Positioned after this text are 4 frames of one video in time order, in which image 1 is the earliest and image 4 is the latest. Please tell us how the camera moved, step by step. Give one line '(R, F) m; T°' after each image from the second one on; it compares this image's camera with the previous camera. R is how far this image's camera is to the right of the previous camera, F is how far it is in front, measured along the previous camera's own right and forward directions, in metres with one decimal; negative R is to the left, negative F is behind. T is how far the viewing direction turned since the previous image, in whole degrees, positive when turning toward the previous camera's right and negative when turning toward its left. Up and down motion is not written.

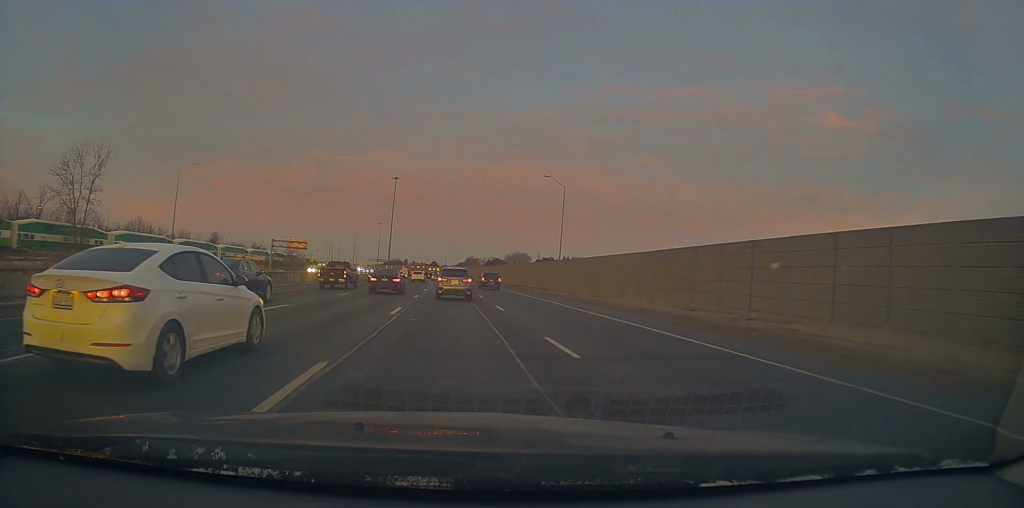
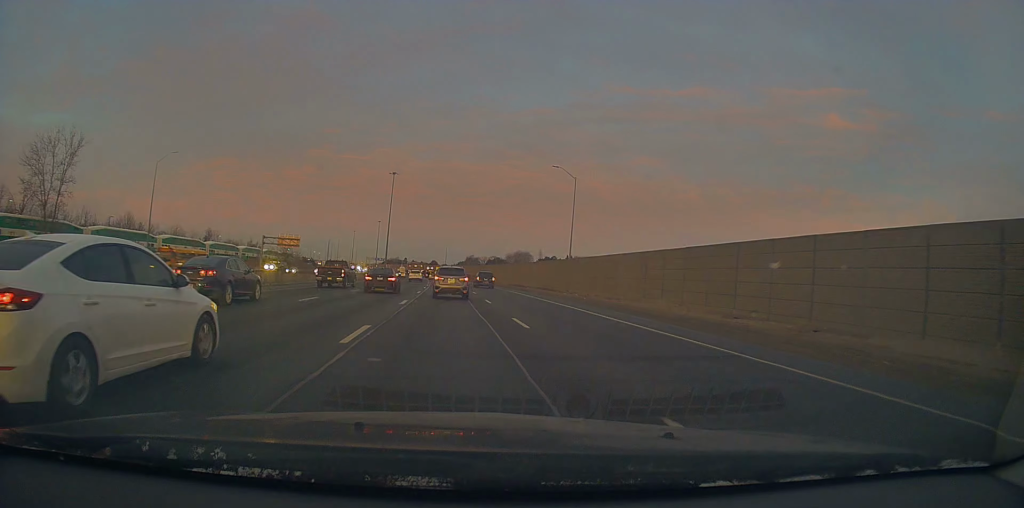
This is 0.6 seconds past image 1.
(+0.1, +7.0) m; +2°
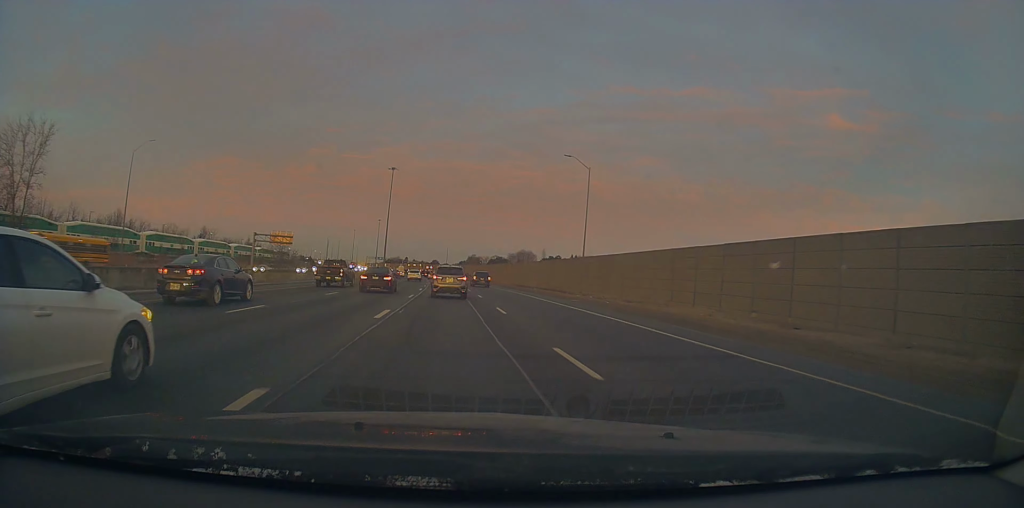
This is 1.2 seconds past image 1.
(+0.2, +6.7) m; +1°
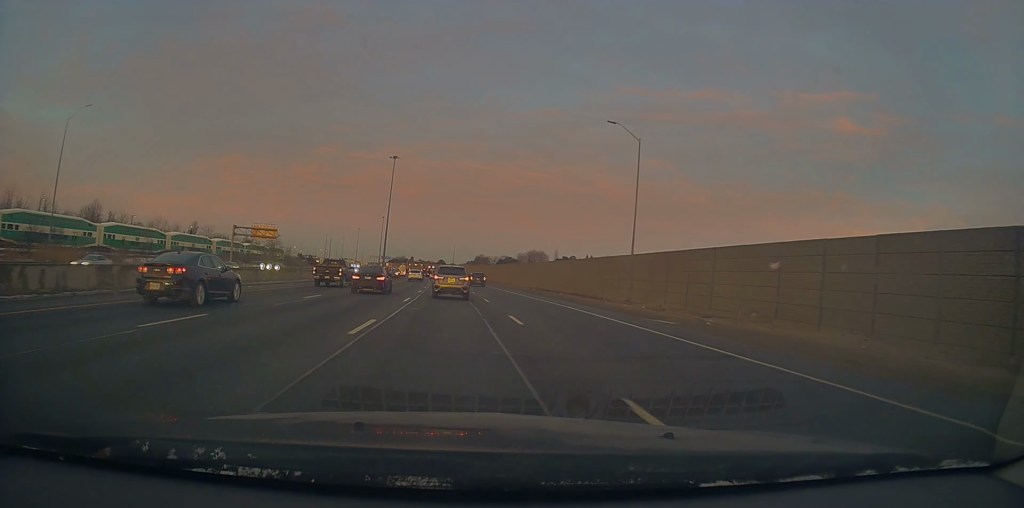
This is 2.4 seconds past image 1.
(0.0, +15.8) m; 0°
